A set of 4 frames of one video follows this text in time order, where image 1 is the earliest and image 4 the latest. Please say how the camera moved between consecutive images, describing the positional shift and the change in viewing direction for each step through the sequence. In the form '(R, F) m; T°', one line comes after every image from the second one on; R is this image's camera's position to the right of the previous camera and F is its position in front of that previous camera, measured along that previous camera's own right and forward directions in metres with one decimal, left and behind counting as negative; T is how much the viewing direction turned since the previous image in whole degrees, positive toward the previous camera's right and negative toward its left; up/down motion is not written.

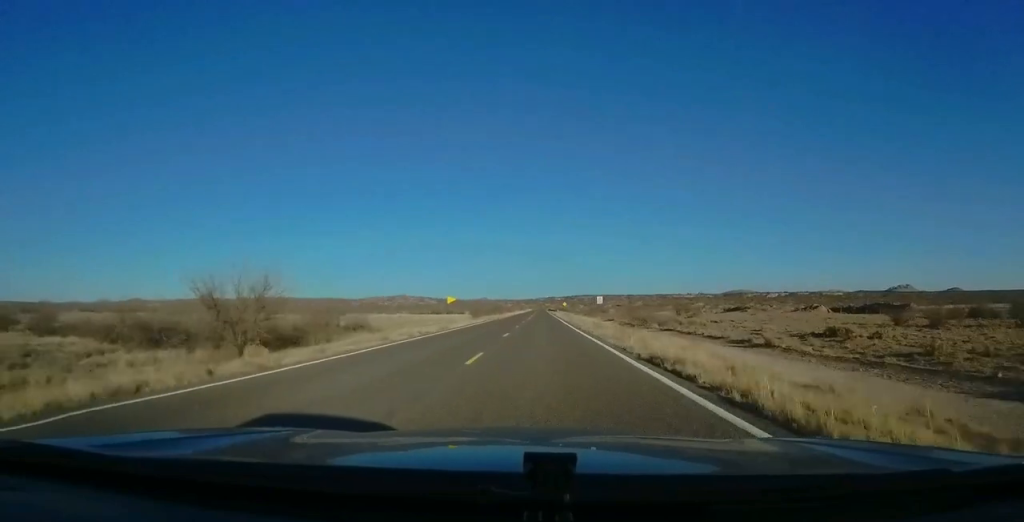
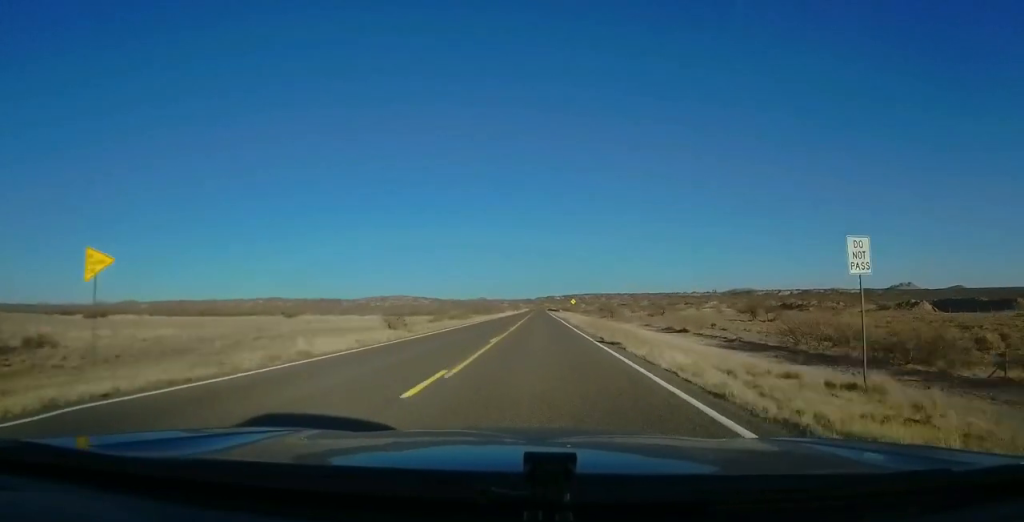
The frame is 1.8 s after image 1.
(+0.9, +53.7) m; +1°
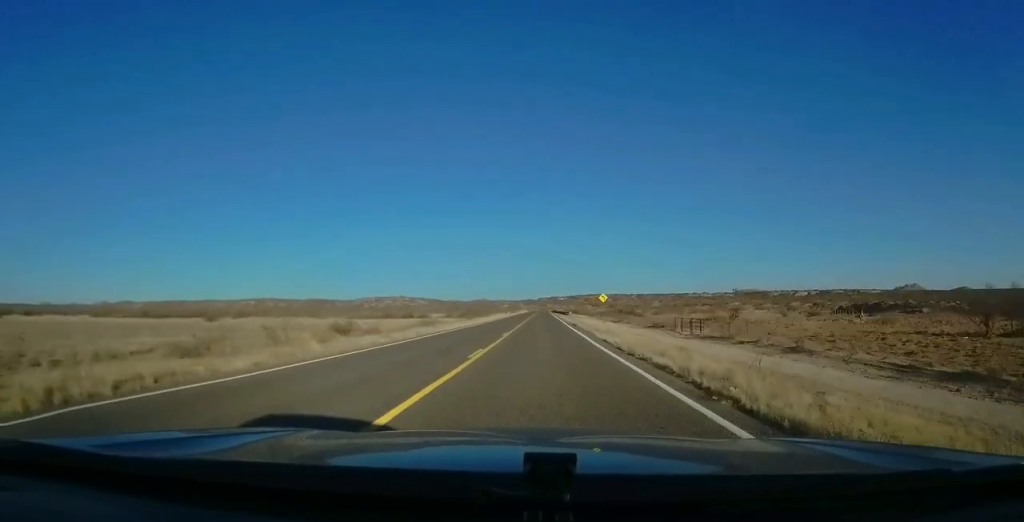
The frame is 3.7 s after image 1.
(-0.9, +54.5) m; -1°
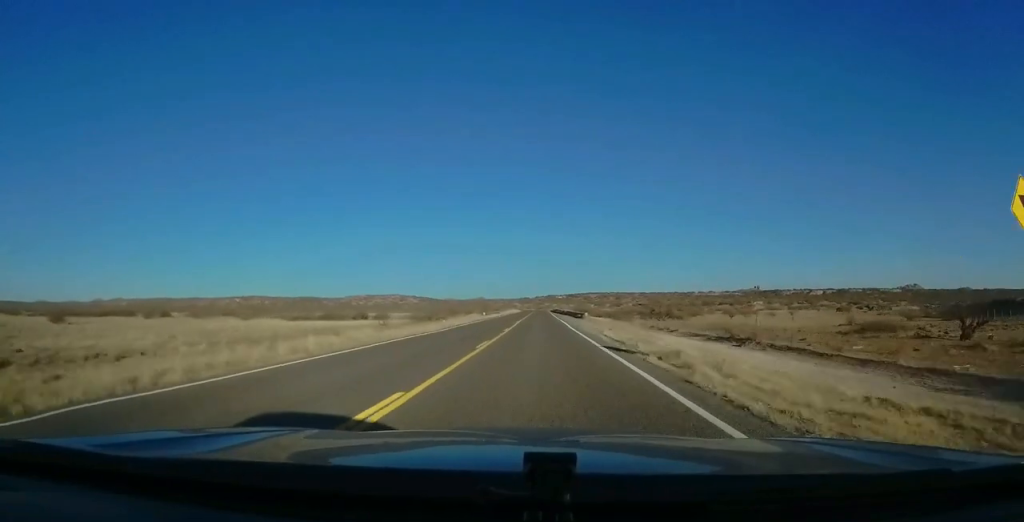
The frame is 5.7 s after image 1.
(+0.9, +58.3) m; +1°
